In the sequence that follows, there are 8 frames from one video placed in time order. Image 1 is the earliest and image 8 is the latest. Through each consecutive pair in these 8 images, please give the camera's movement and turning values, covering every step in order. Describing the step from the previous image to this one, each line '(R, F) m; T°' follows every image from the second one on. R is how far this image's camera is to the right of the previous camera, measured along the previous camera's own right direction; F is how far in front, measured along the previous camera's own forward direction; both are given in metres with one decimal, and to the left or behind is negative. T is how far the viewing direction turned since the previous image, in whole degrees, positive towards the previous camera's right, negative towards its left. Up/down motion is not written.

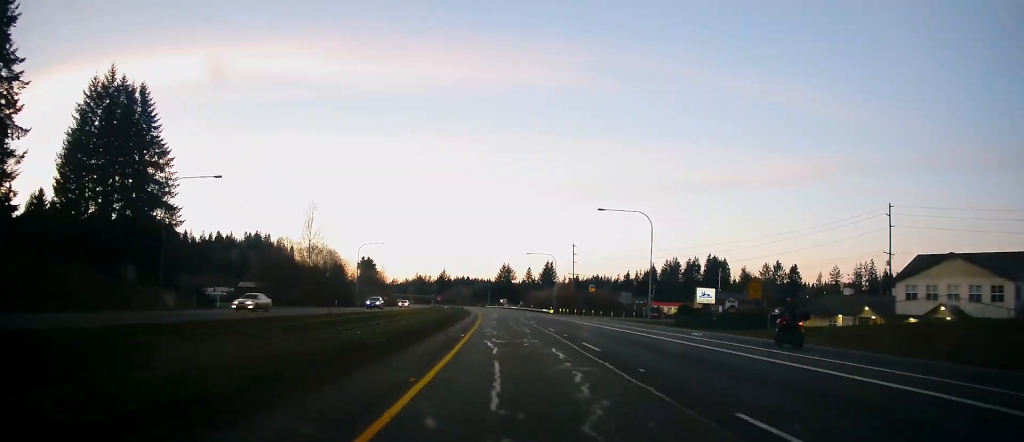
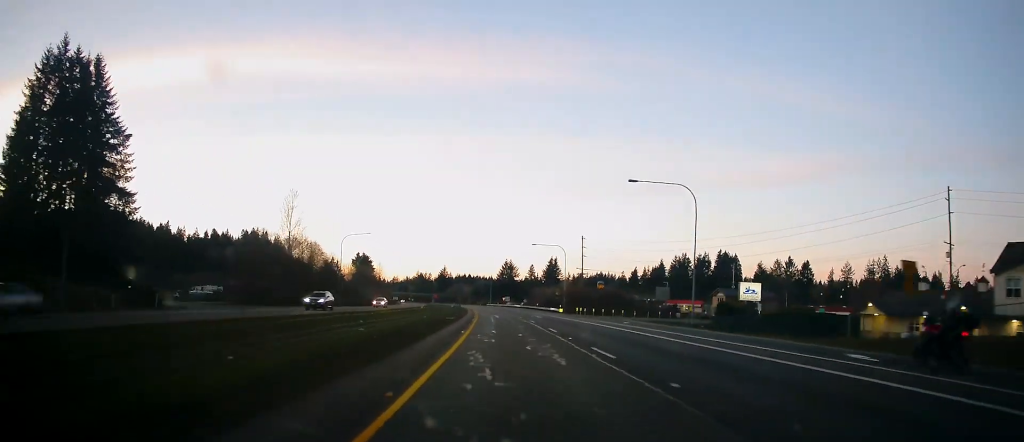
(-0.1, +14.5) m; 0°
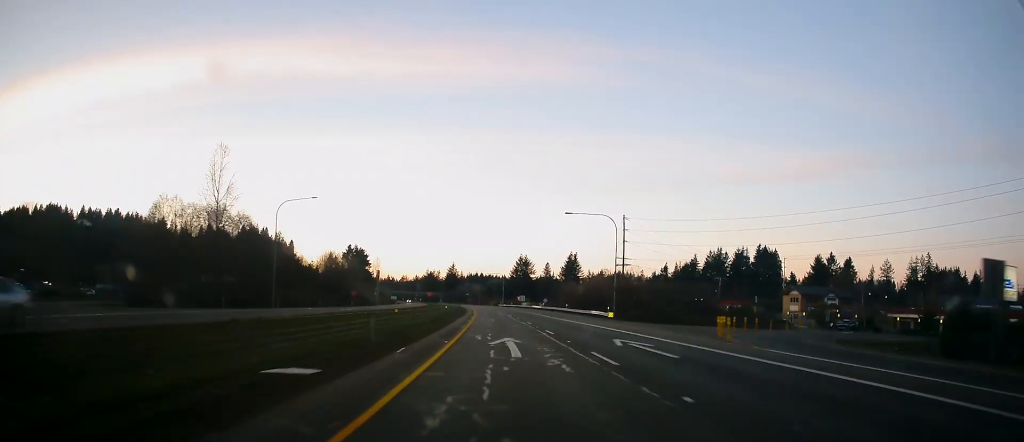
(-0.1, +38.7) m; -1°
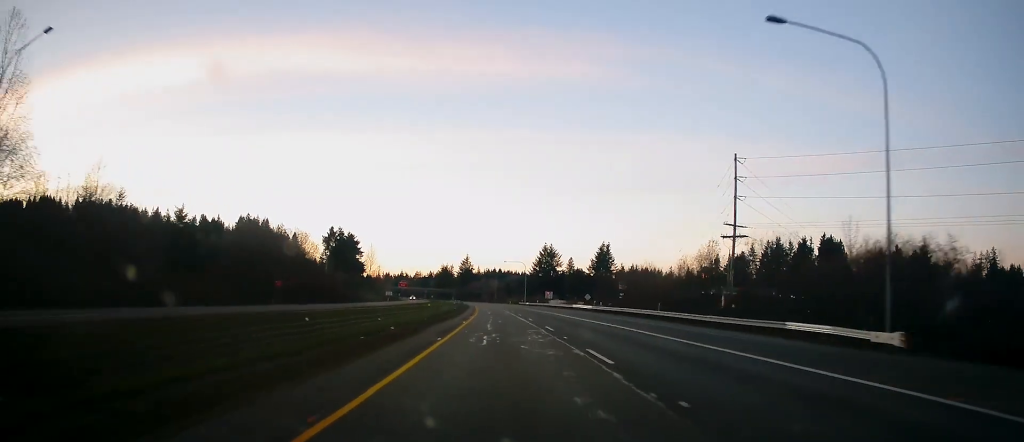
(-1.5, +49.7) m; -3°
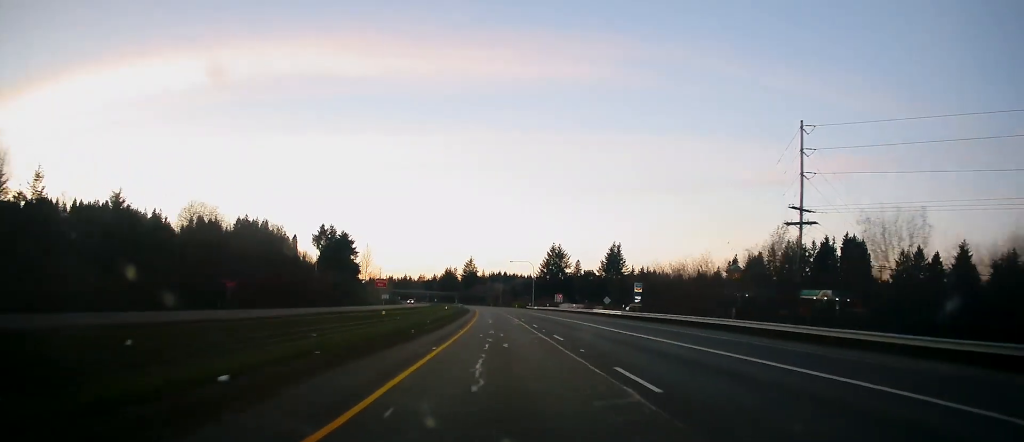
(0.0, +15.6) m; 0°
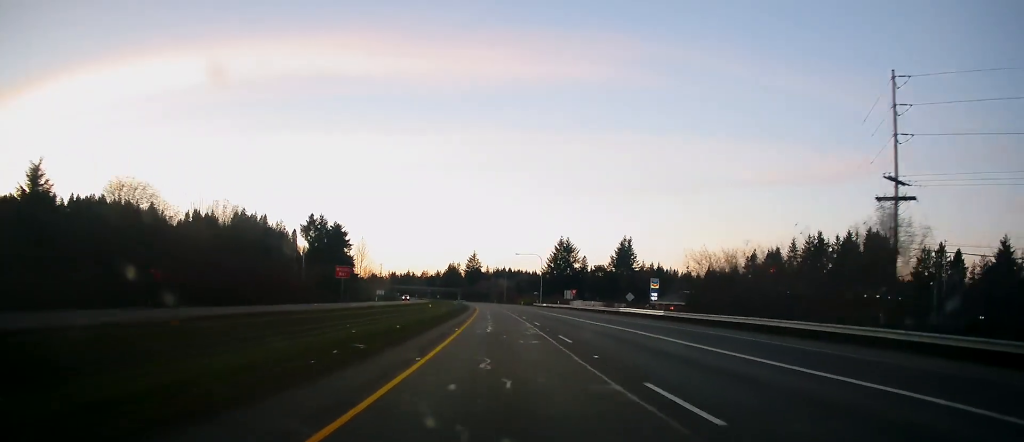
(0.0, +14.6) m; 0°
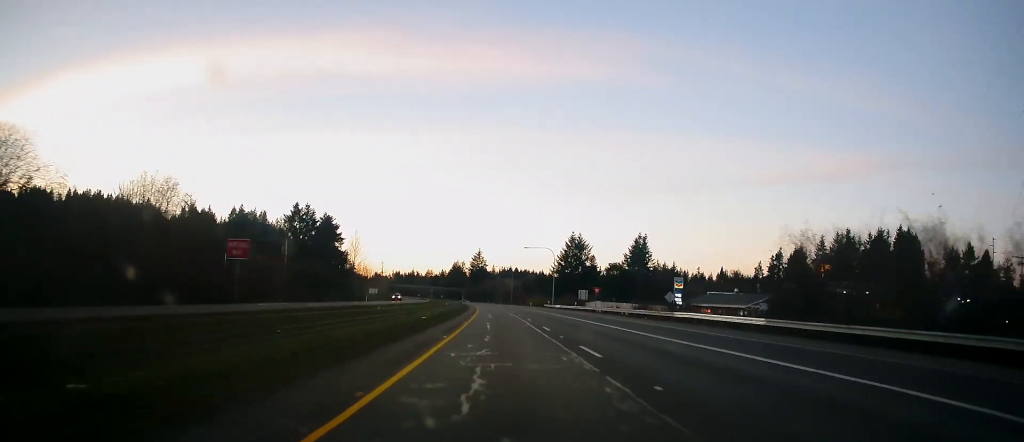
(0.0, +17.6) m; 0°
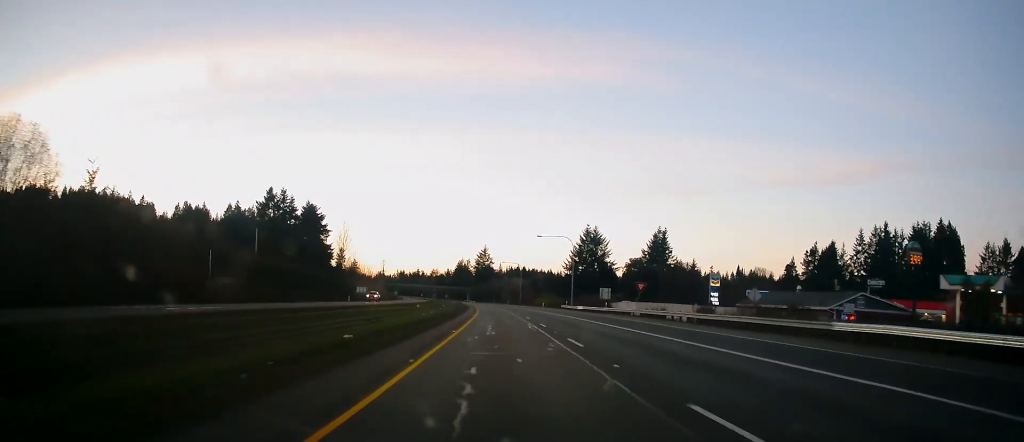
(0.0, +21.5) m; 0°
